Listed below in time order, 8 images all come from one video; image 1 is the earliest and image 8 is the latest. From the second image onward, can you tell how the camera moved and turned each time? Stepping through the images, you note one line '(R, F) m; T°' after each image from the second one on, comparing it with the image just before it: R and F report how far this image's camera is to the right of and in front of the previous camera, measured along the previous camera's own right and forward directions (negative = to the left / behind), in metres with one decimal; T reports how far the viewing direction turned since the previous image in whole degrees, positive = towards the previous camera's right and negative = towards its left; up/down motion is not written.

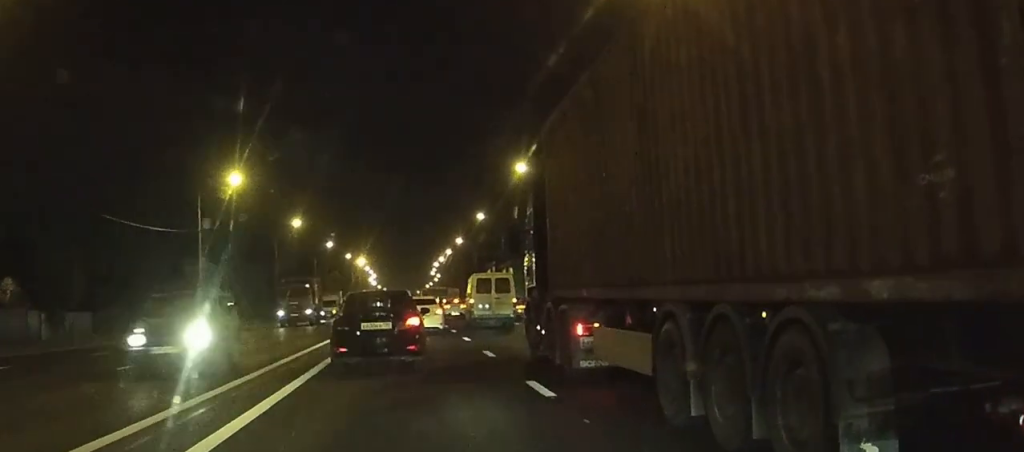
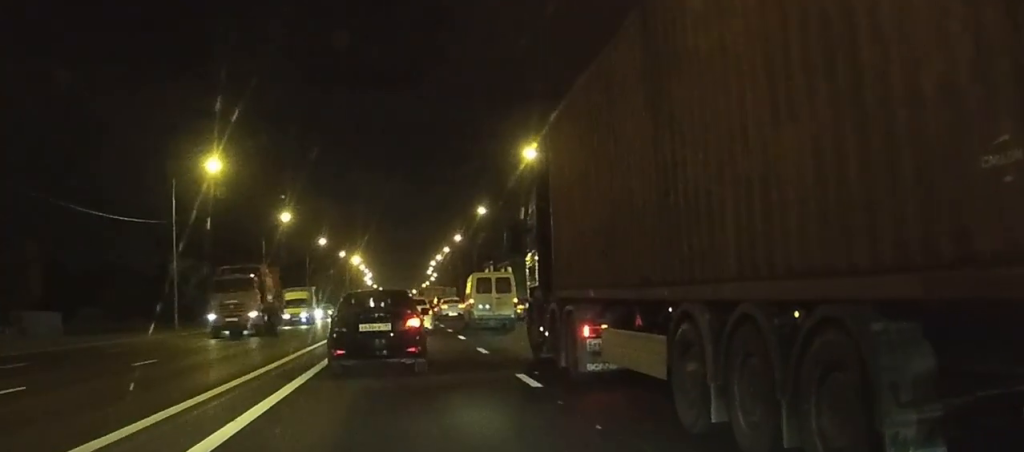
(0.0, +6.6) m; 0°
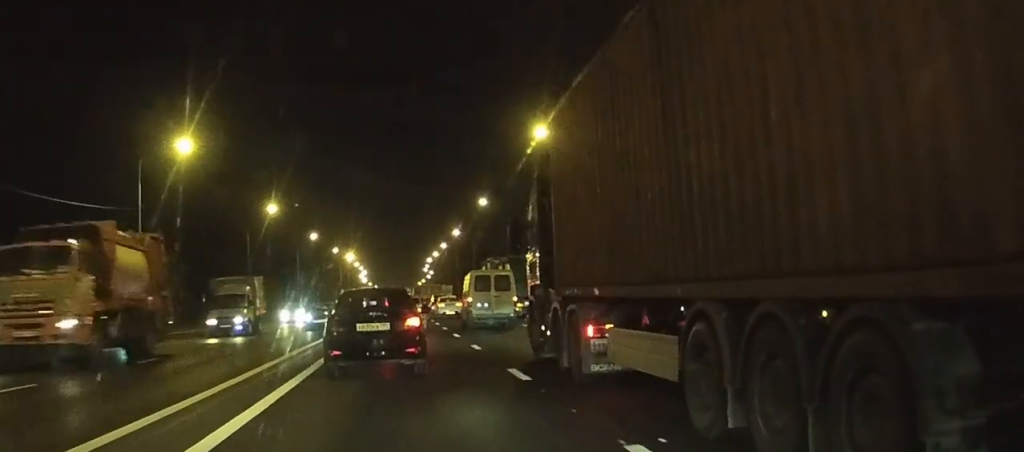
(-0.1, +7.1) m; 0°
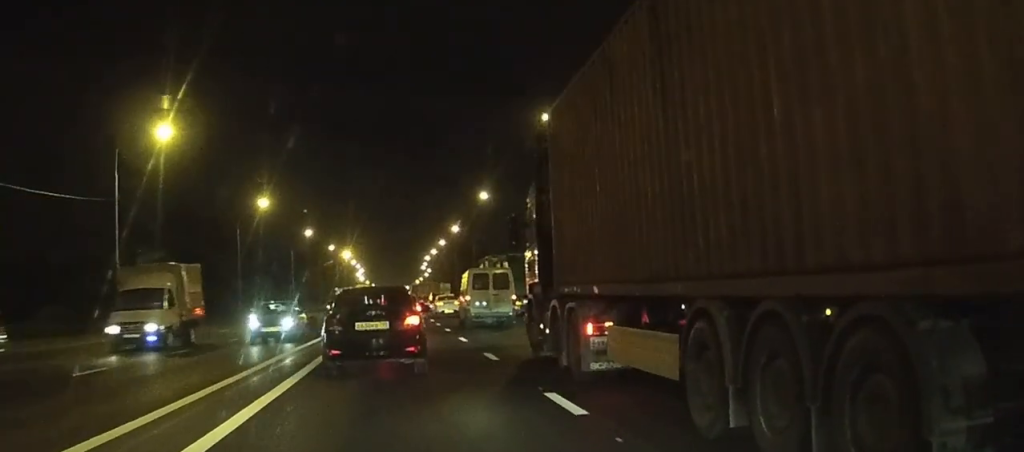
(0.0, +4.2) m; 0°
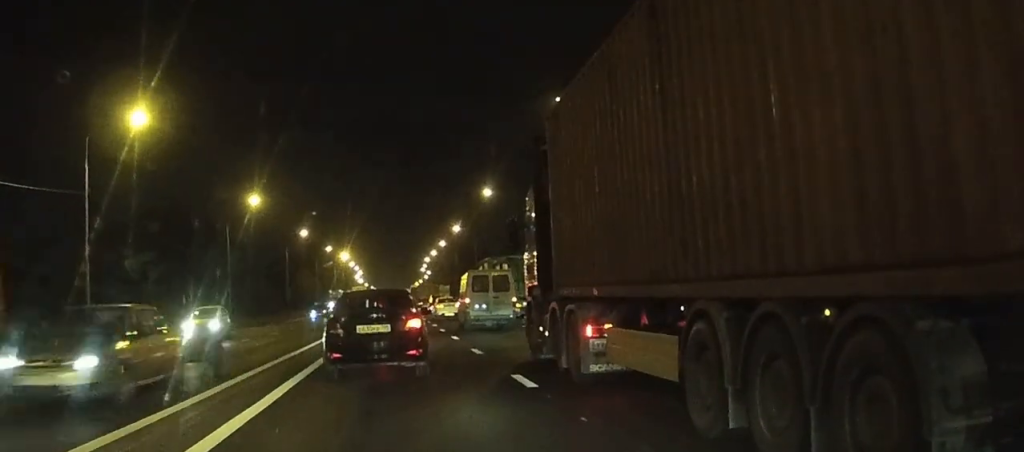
(0.0, +5.0) m; 0°
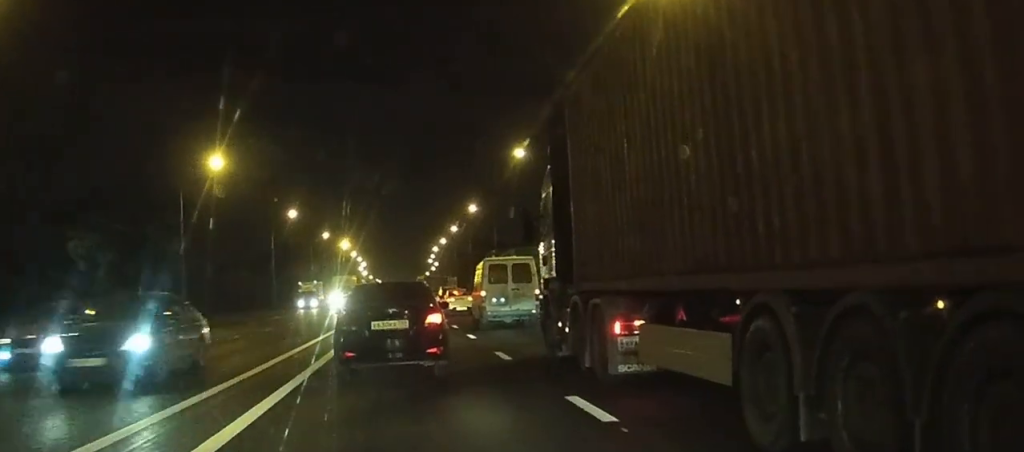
(+0.7, +18.7) m; +3°
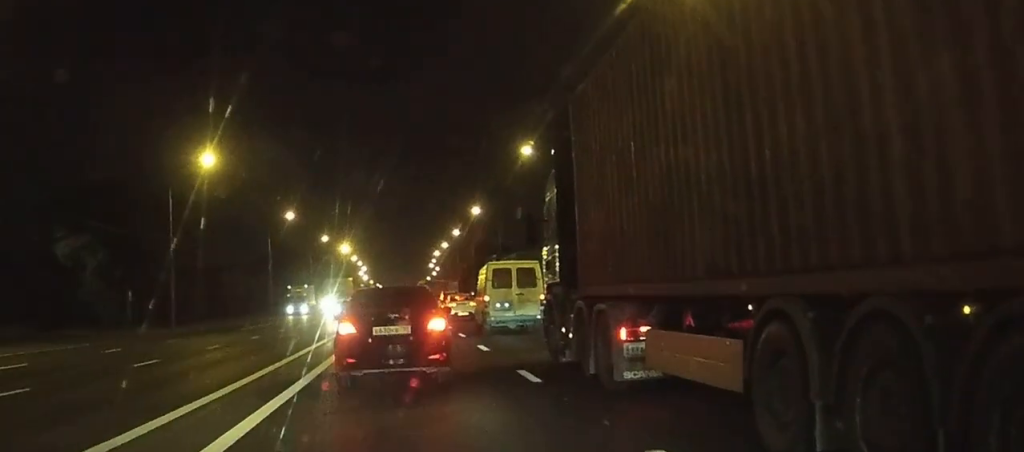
(0.0, +2.9) m; 0°
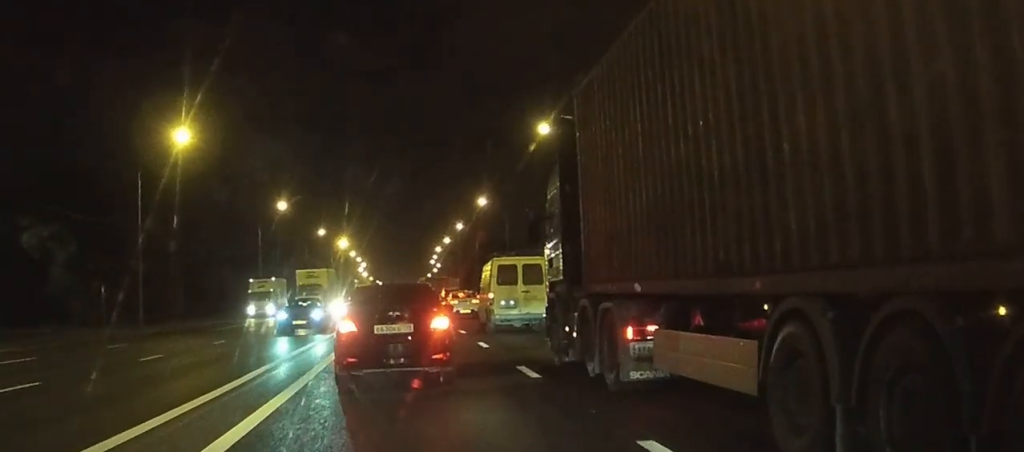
(0.0, +6.1) m; -1°
